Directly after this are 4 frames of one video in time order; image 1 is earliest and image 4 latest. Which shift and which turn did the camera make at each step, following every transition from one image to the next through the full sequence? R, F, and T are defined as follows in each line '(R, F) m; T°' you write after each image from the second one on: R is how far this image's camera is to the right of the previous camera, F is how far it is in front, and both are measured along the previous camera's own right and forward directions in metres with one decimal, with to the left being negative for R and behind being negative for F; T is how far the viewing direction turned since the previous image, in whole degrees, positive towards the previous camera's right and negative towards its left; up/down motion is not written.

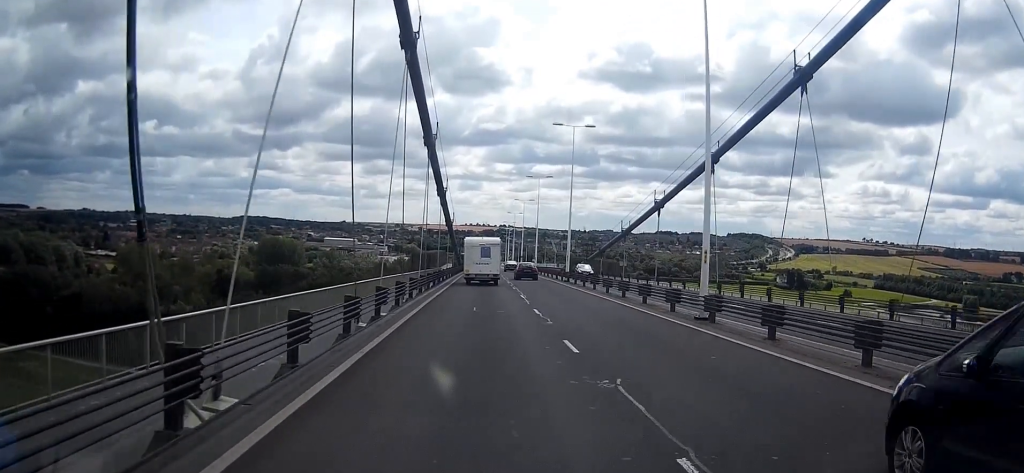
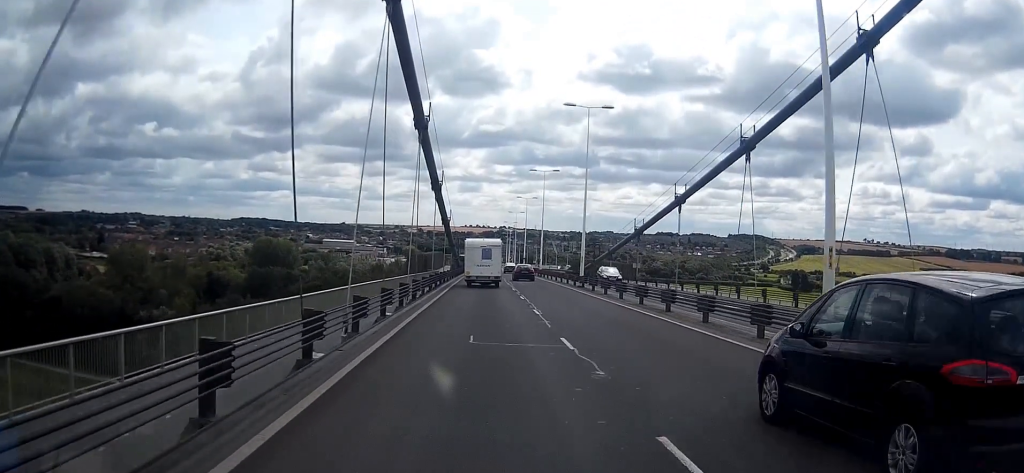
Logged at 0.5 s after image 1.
(0.0, +8.2) m; 0°
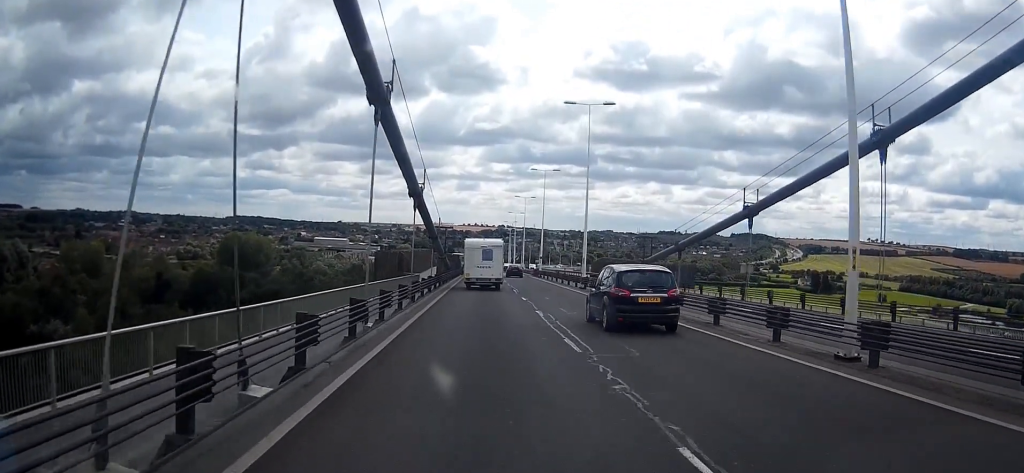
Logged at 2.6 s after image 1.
(0.0, +37.6) m; 0°
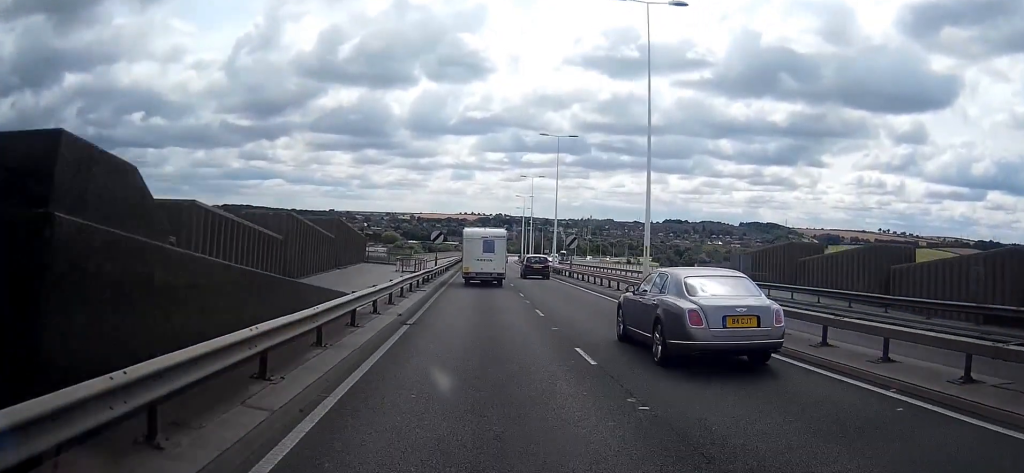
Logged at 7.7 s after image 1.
(+0.6, +91.5) m; +1°
